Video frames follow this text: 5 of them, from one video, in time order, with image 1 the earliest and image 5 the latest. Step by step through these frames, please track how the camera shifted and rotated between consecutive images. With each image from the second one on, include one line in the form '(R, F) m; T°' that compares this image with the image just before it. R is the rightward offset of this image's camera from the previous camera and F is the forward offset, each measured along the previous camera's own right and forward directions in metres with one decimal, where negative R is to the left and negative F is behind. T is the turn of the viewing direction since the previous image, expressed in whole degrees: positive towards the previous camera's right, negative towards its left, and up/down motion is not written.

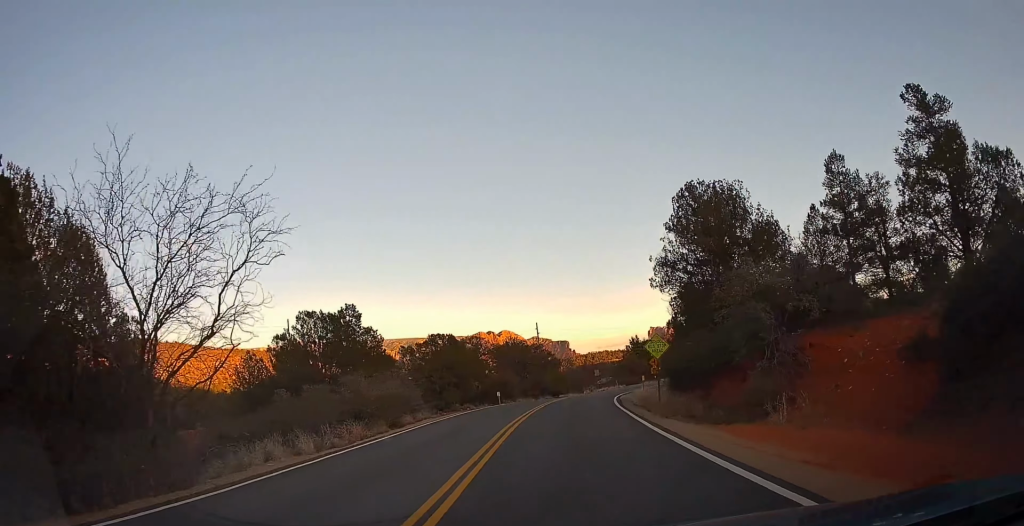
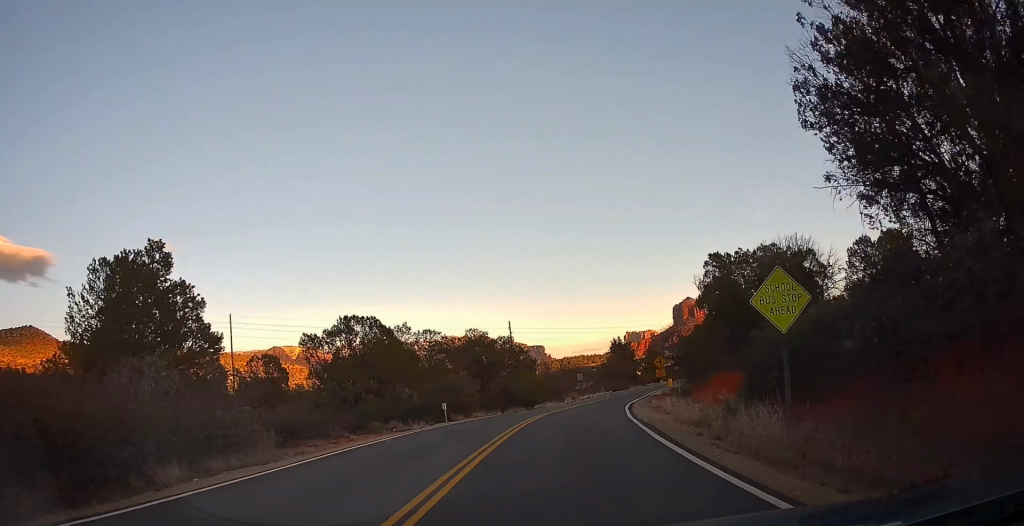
(+0.1, +15.0) m; +1°
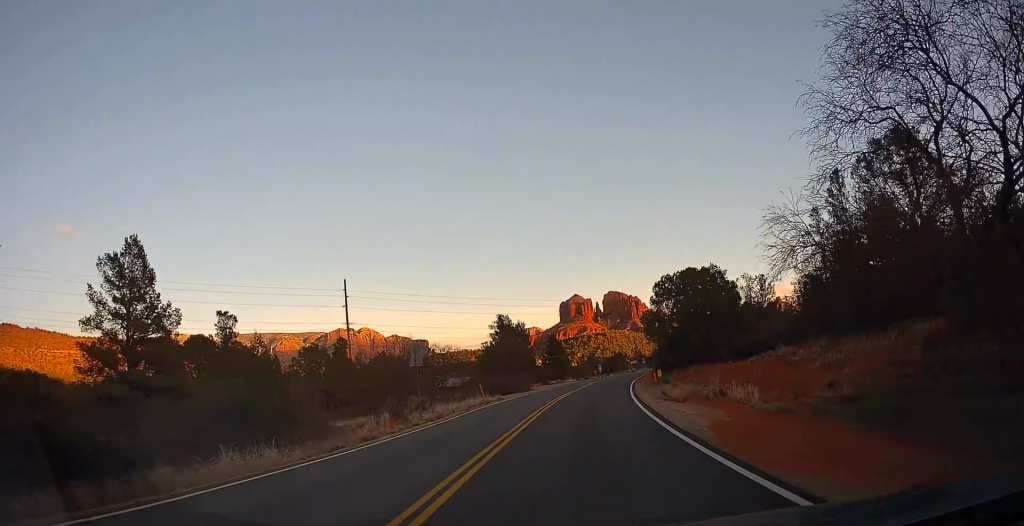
(+2.8, +43.7) m; +11°
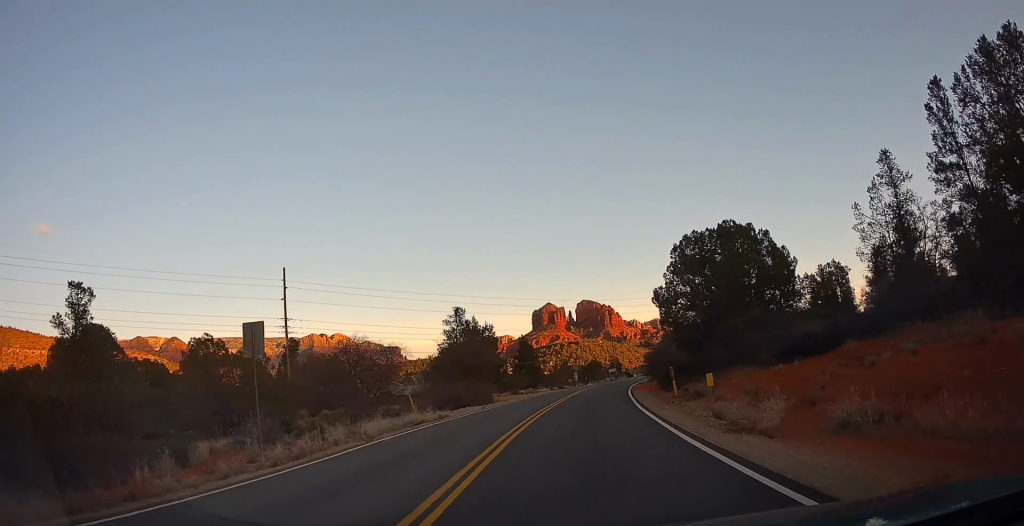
(+0.4, +11.9) m; +3°
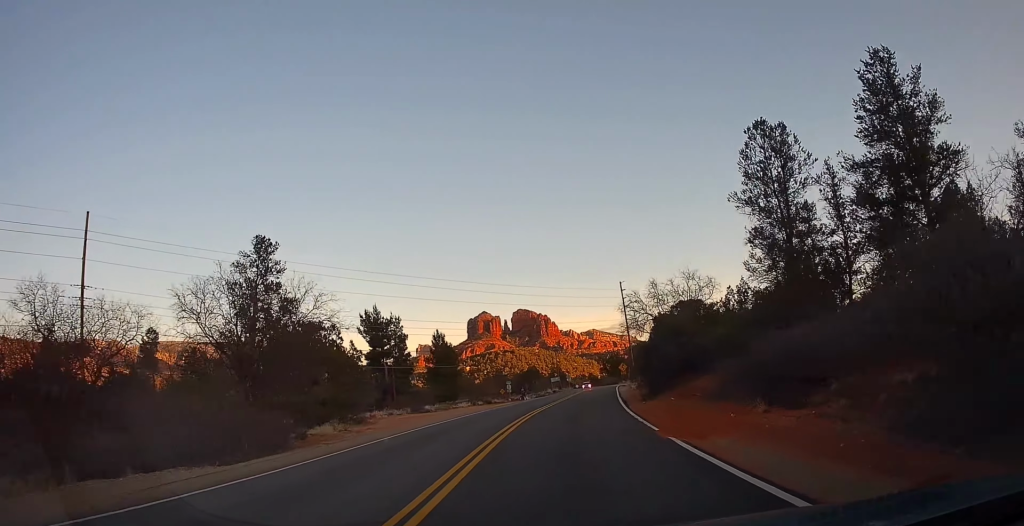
(+1.4, +26.8) m; +6°
